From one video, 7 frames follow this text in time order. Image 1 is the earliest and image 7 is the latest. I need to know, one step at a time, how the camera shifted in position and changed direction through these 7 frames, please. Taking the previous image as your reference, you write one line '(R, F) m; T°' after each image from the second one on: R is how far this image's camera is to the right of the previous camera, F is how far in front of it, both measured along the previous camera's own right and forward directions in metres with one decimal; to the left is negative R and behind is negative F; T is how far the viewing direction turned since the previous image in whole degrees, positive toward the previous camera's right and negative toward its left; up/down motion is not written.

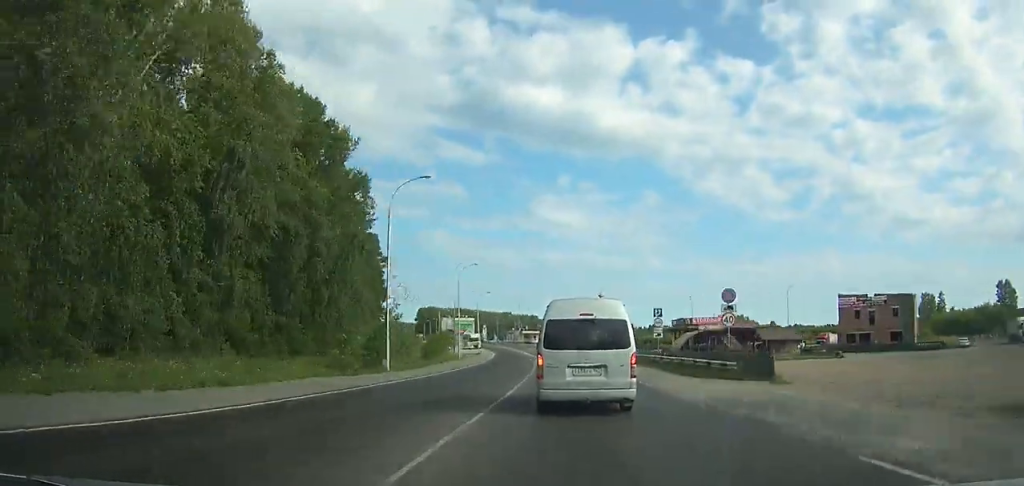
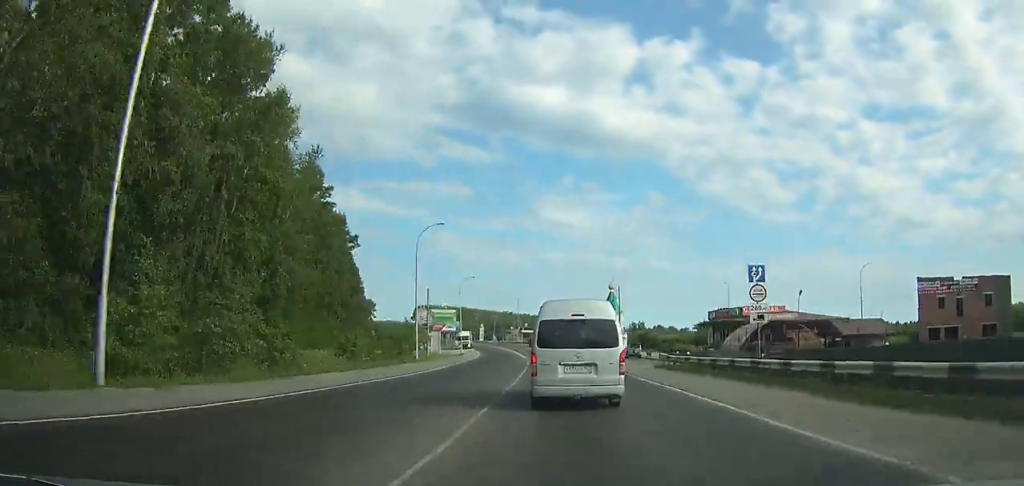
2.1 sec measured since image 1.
(-0.3, +23.4) m; -1°
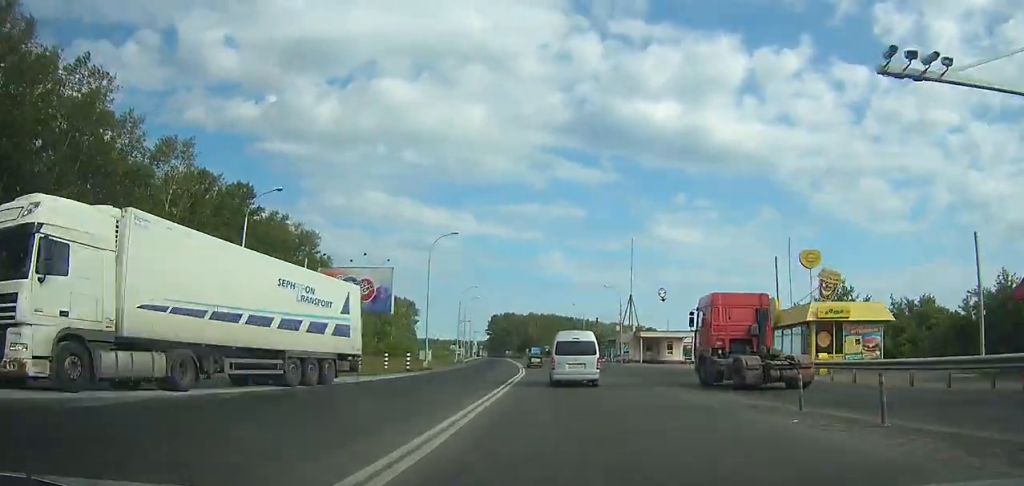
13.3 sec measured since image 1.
(-8.5, +126.6) m; -10°
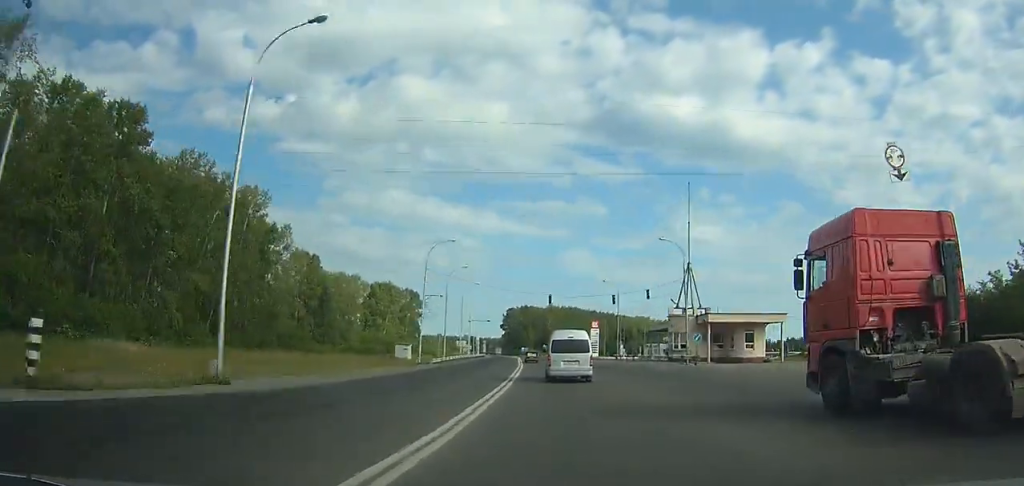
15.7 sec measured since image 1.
(-1.0, +31.6) m; -3°
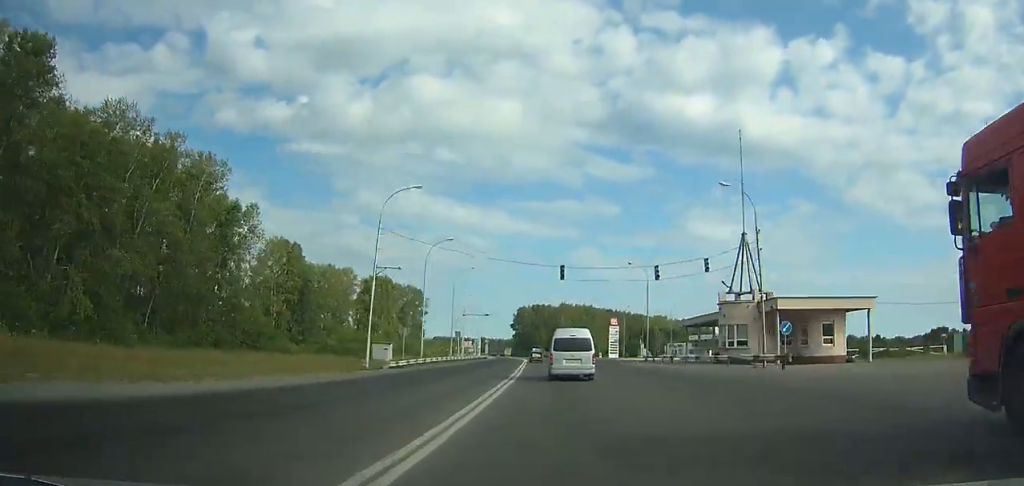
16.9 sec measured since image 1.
(-0.3, +17.1) m; -1°
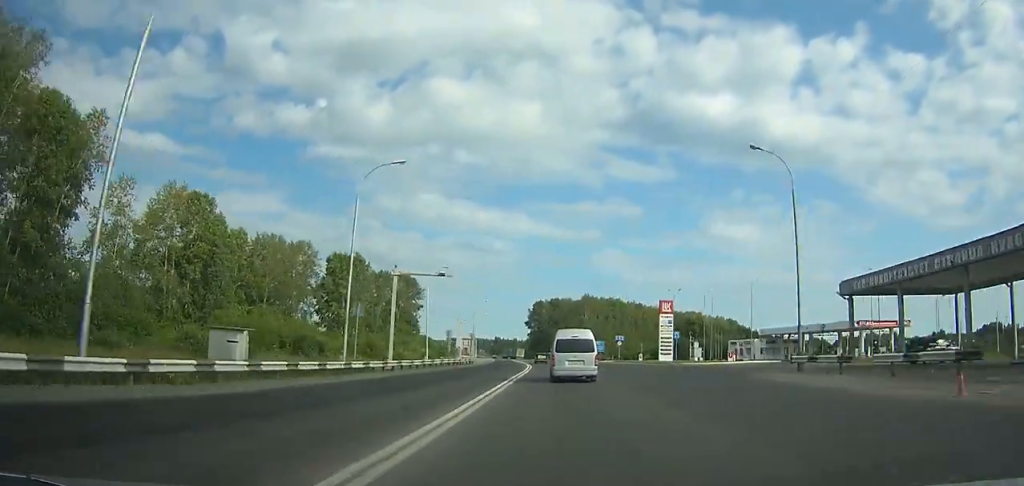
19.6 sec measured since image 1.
(-0.6, +39.9) m; -2°
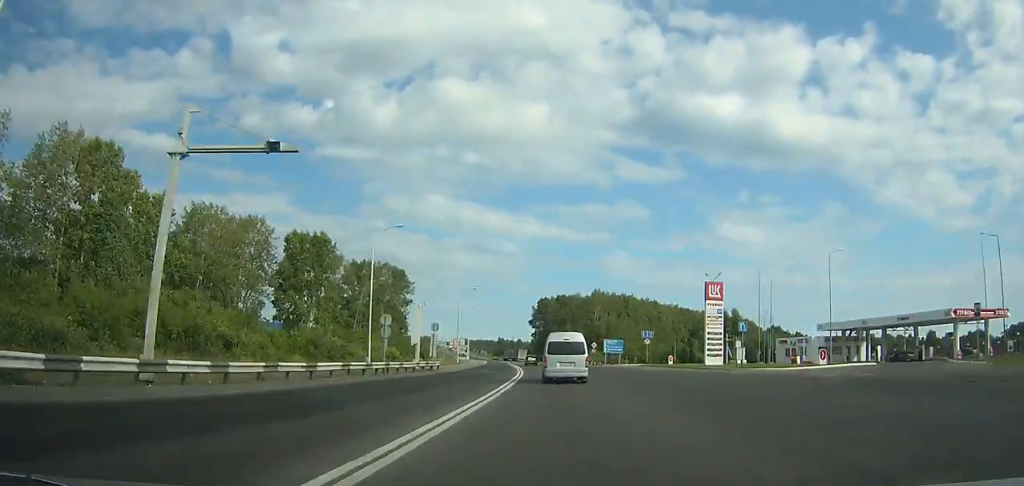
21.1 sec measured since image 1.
(-0.1, +23.4) m; -1°
